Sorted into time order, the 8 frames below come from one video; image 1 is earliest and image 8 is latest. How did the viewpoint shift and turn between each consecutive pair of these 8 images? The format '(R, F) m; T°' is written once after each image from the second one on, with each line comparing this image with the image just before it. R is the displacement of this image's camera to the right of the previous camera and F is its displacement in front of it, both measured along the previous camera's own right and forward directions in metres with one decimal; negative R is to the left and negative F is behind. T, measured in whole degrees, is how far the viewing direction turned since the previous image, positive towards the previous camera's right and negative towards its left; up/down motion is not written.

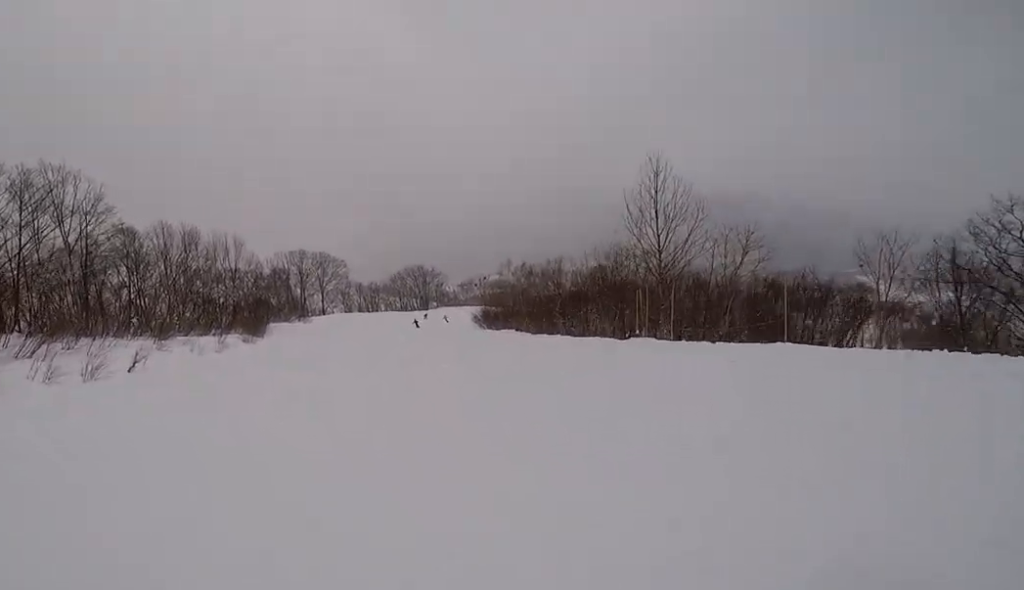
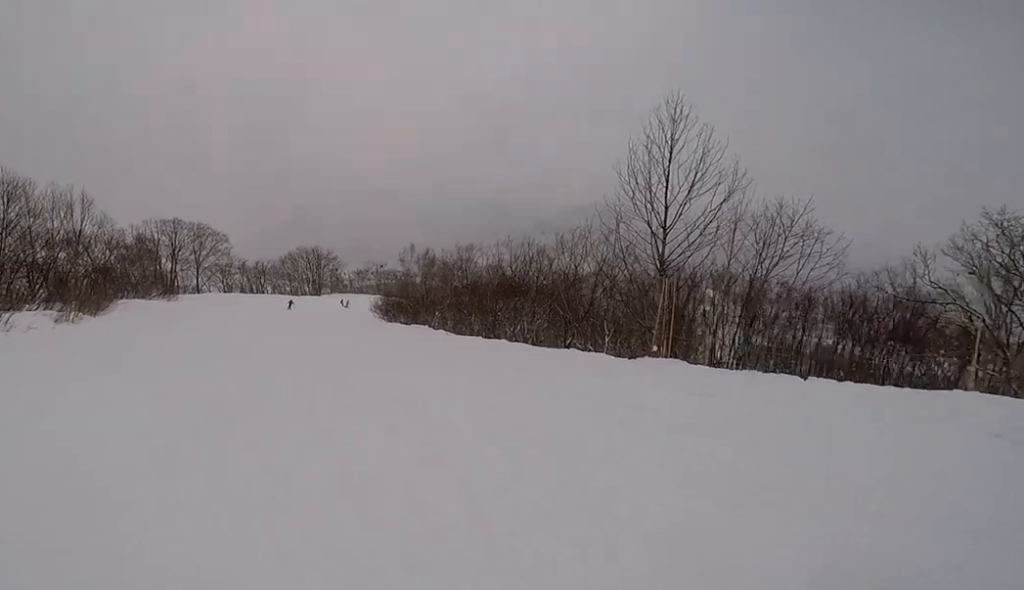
(+1.3, +7.0) m; +10°
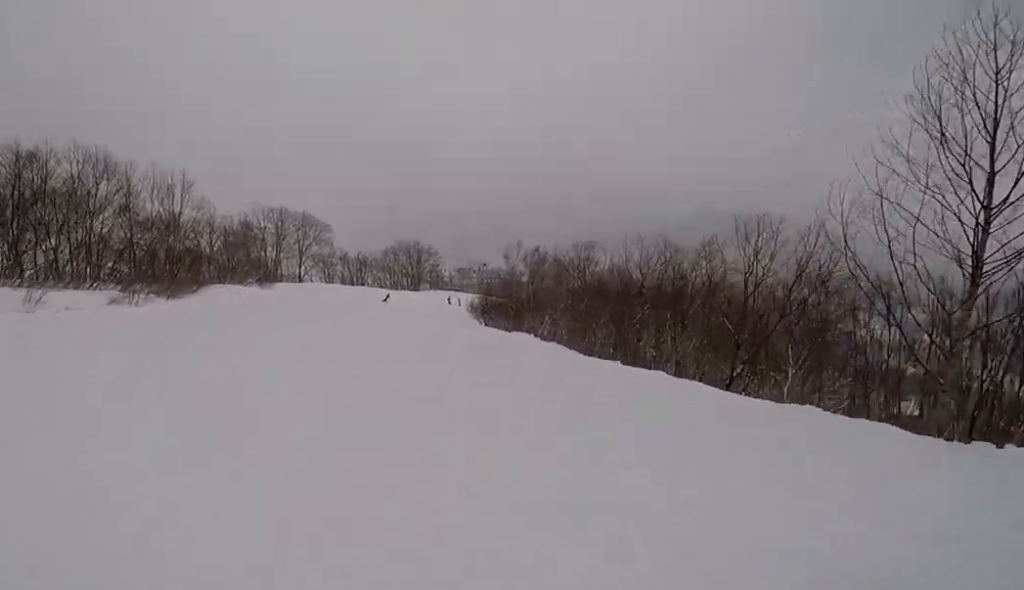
(0.0, +4.7) m; -1°
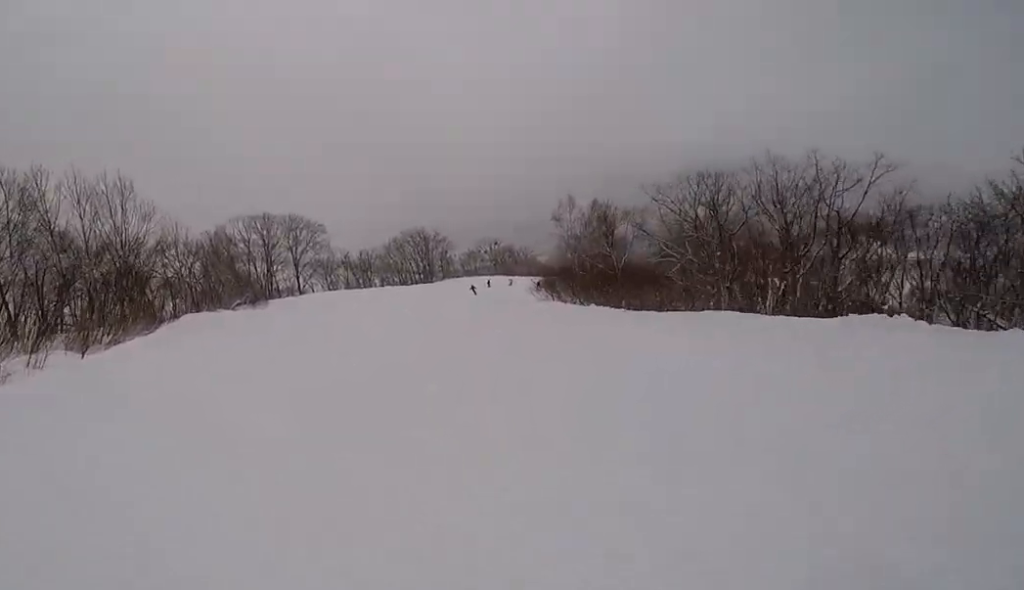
(-2.3, +12.2) m; -12°
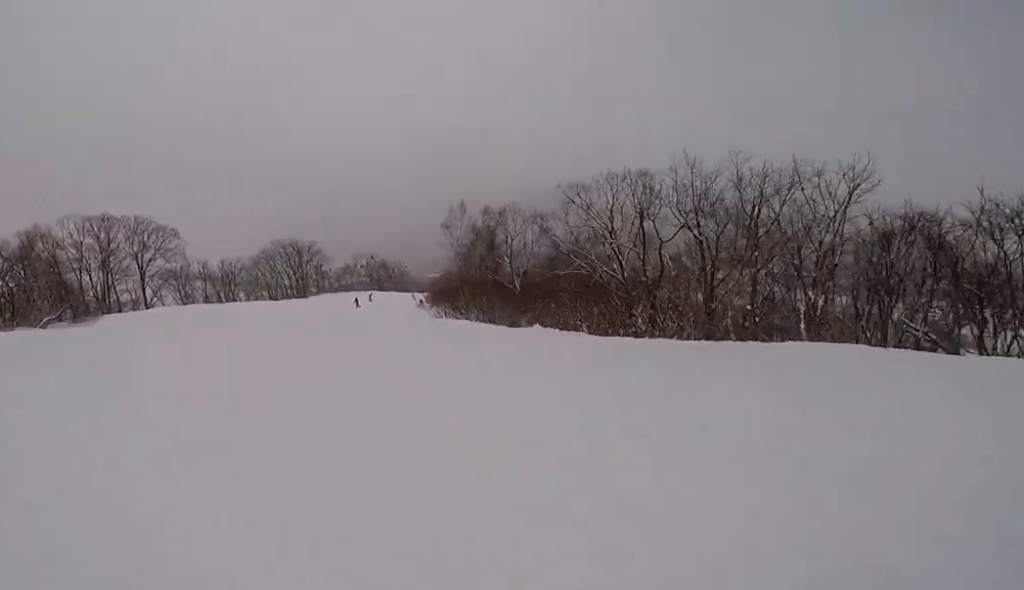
(+0.9, +5.9) m; +10°
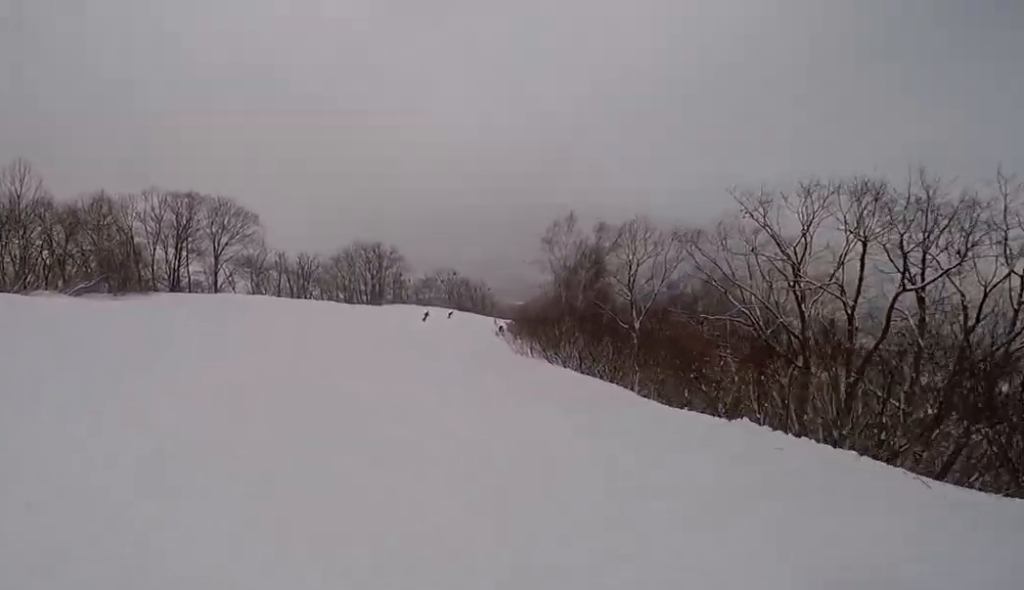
(+0.3, +6.4) m; +3°
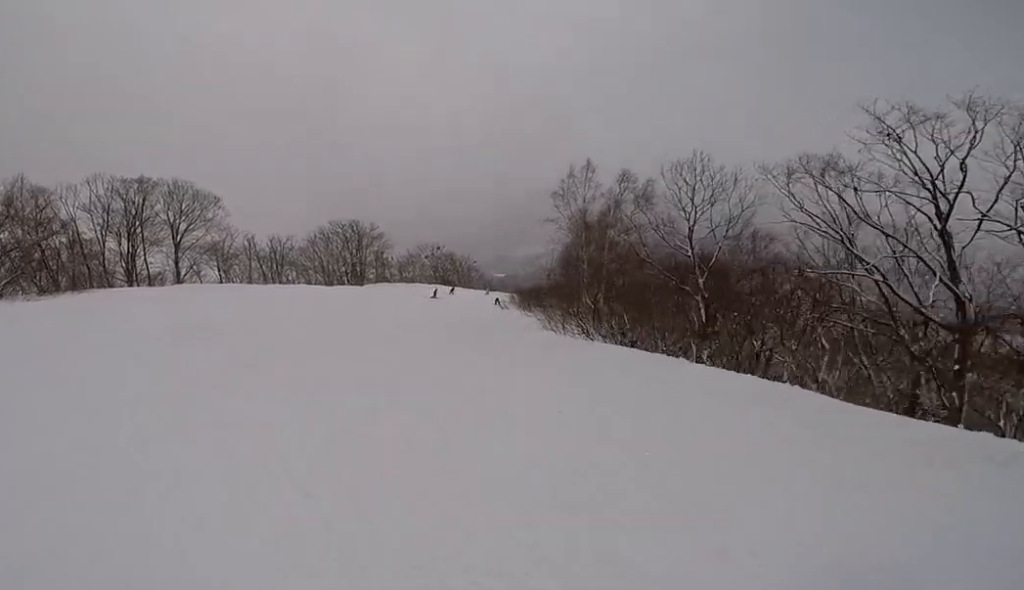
(0.0, +5.9) m; -8°
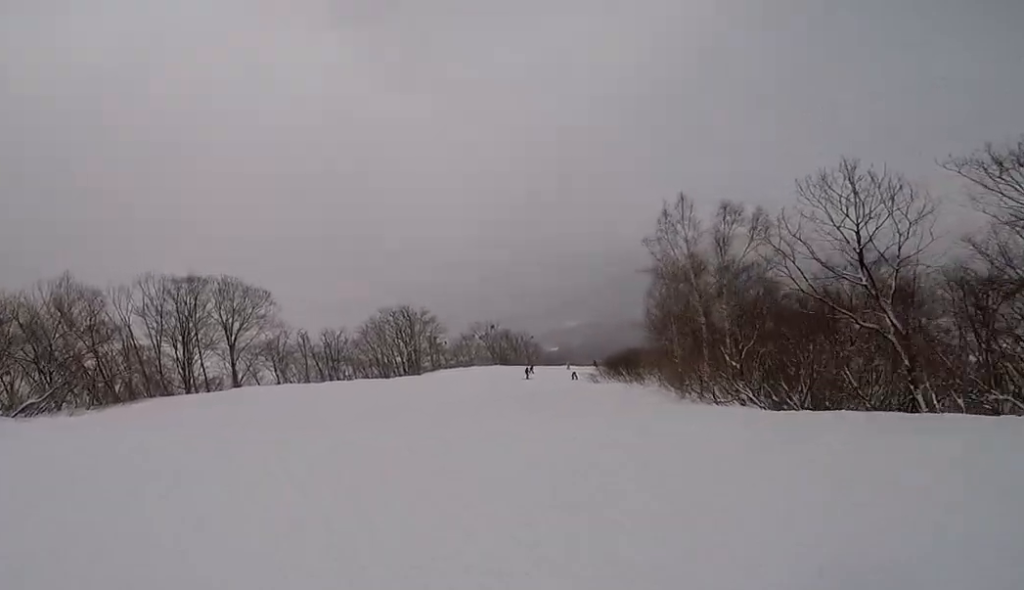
(-0.2, +4.1) m; -4°
